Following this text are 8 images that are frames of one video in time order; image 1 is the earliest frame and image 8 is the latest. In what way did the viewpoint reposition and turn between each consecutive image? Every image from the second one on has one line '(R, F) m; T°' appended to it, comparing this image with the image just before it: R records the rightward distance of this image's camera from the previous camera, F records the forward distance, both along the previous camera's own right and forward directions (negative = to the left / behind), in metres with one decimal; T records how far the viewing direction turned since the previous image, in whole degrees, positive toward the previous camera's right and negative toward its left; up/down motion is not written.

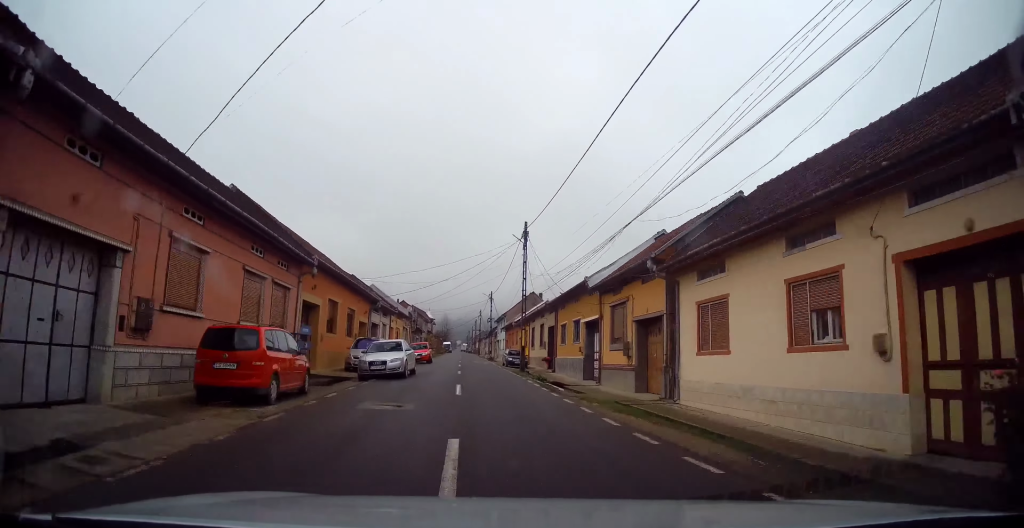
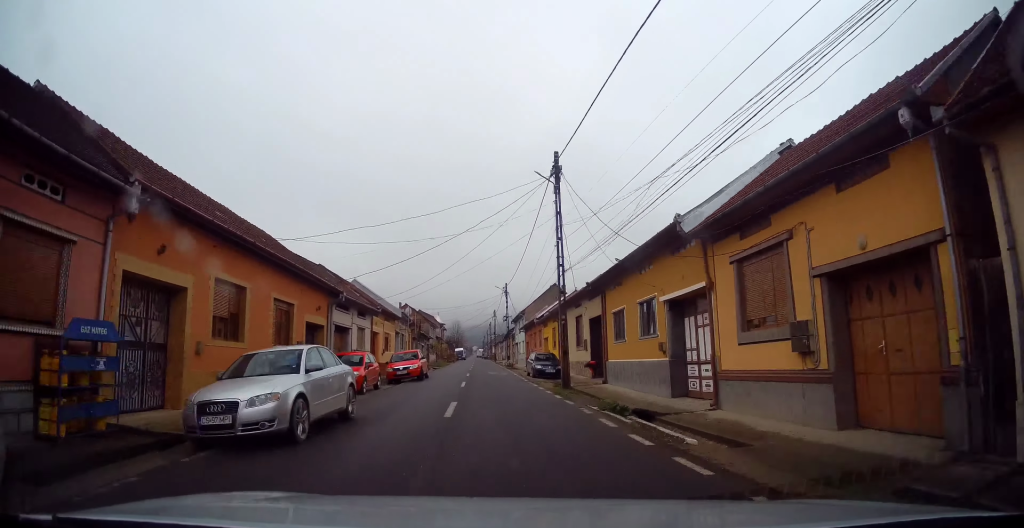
(-0.1, +12.2) m; -1°
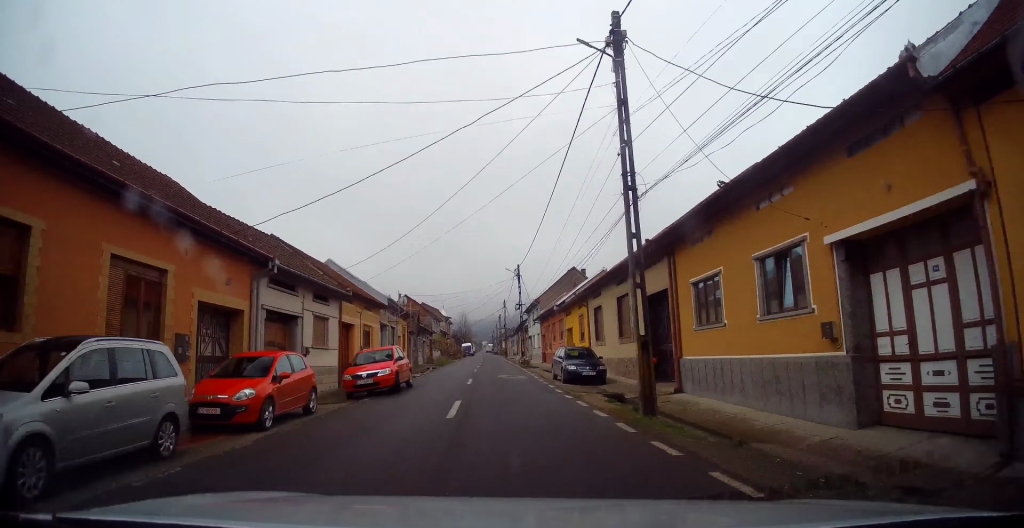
(0.0, +9.1) m; -1°
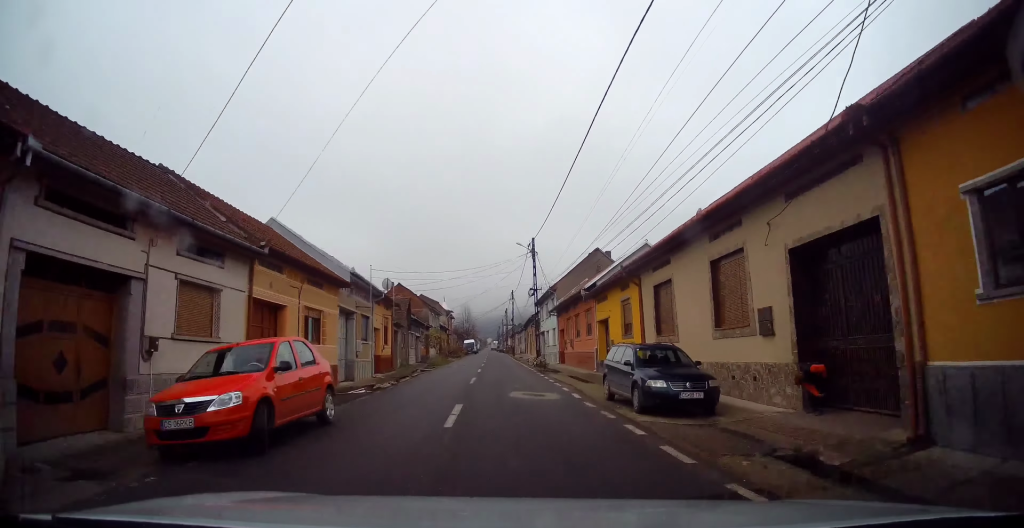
(-0.1, +10.2) m; 0°
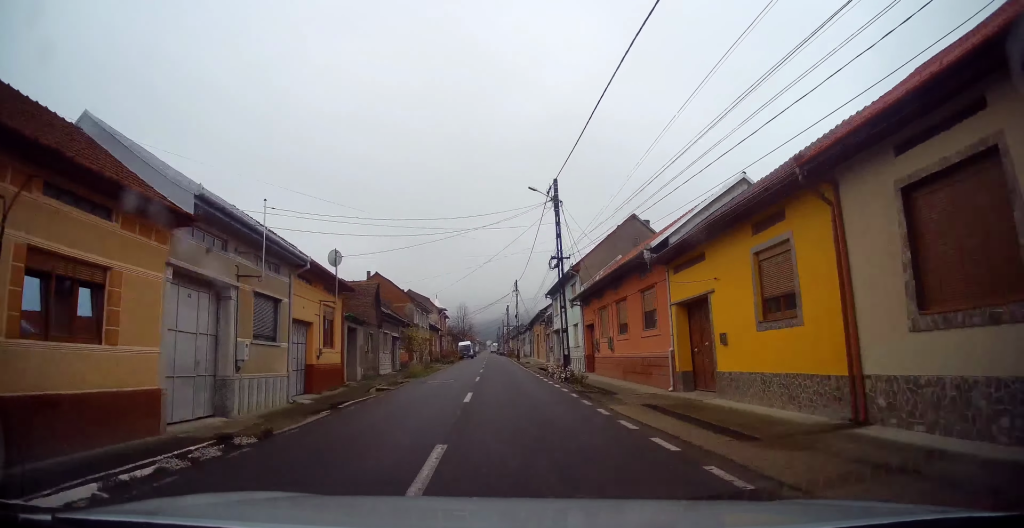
(+0.1, +12.9) m; +1°
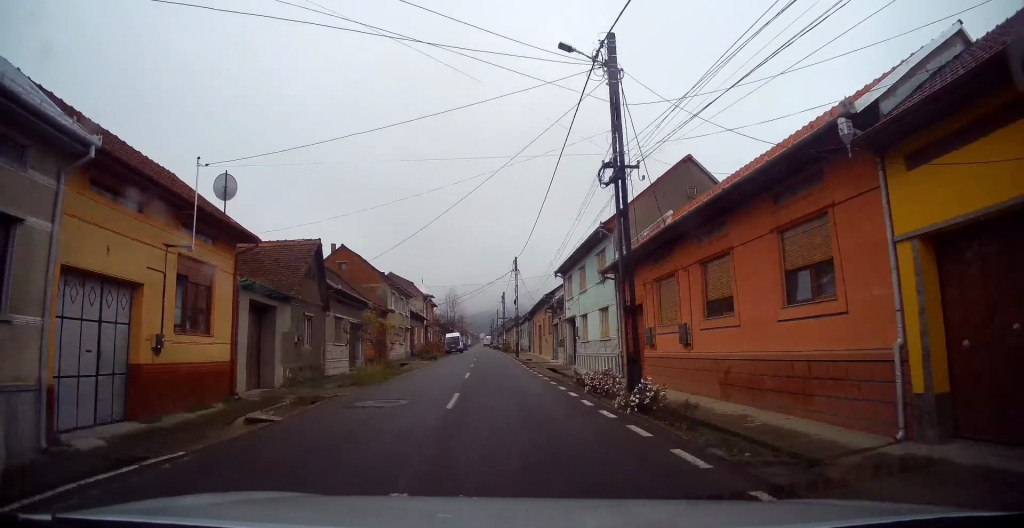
(0.0, +11.1) m; 0°
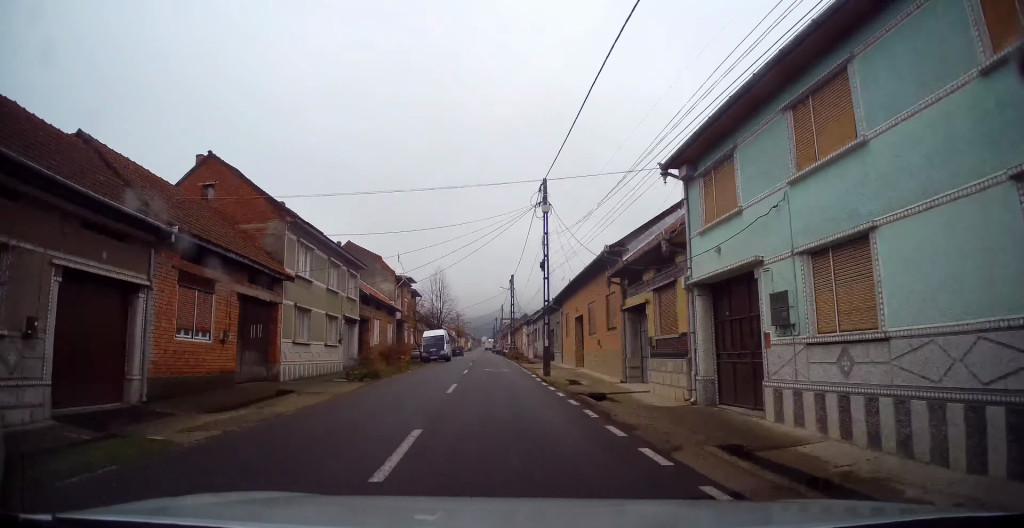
(-0.4, +23.3) m; -2°
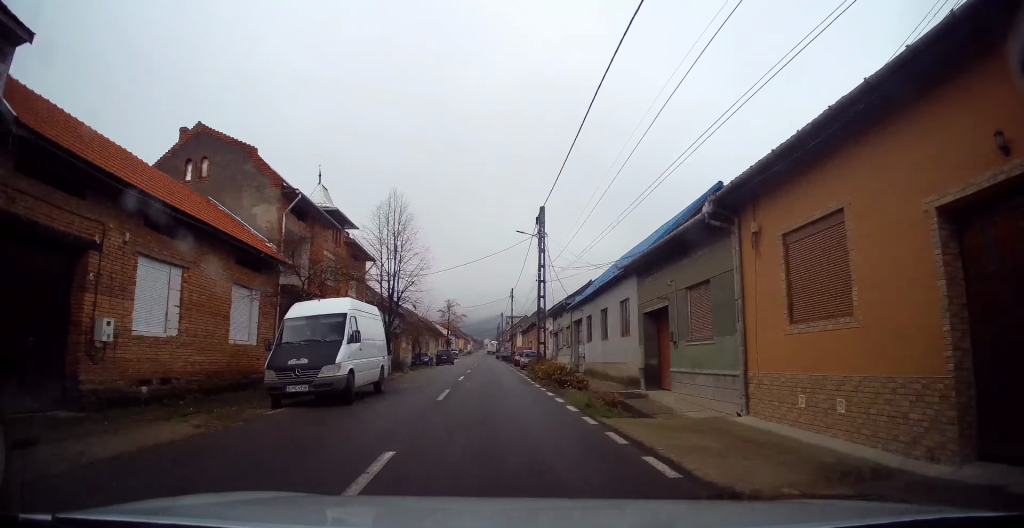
(+0.7, +28.1) m; +2°
